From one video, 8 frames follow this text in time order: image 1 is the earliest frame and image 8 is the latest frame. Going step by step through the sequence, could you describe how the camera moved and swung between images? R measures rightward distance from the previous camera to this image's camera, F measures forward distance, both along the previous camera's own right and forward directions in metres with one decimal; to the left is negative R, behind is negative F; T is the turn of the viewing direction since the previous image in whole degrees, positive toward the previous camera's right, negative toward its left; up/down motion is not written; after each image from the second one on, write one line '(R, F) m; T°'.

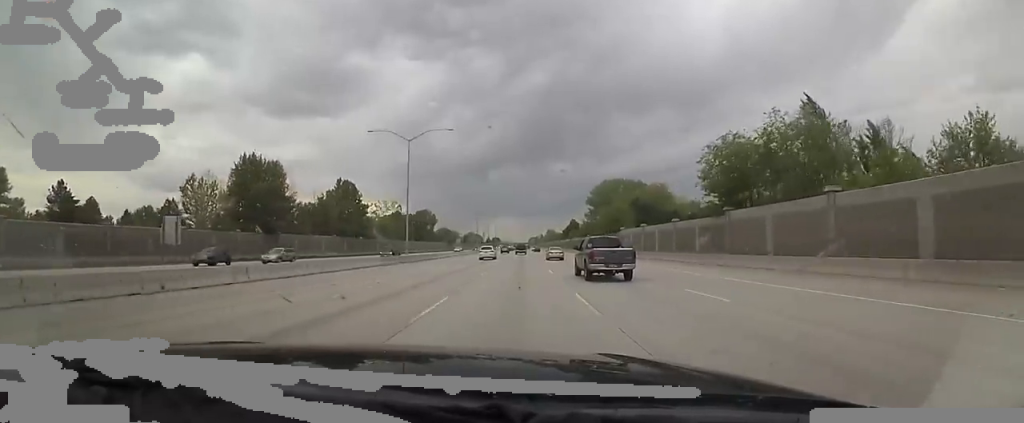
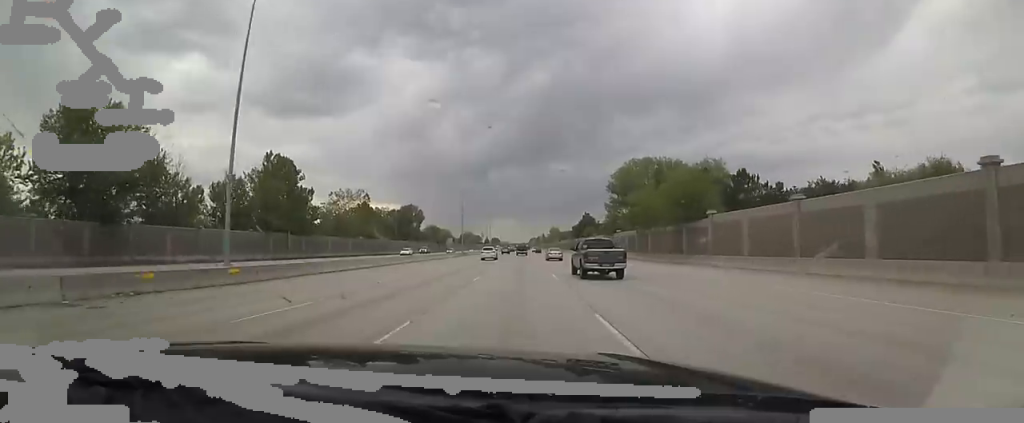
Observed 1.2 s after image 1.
(0.0, +34.3) m; 0°
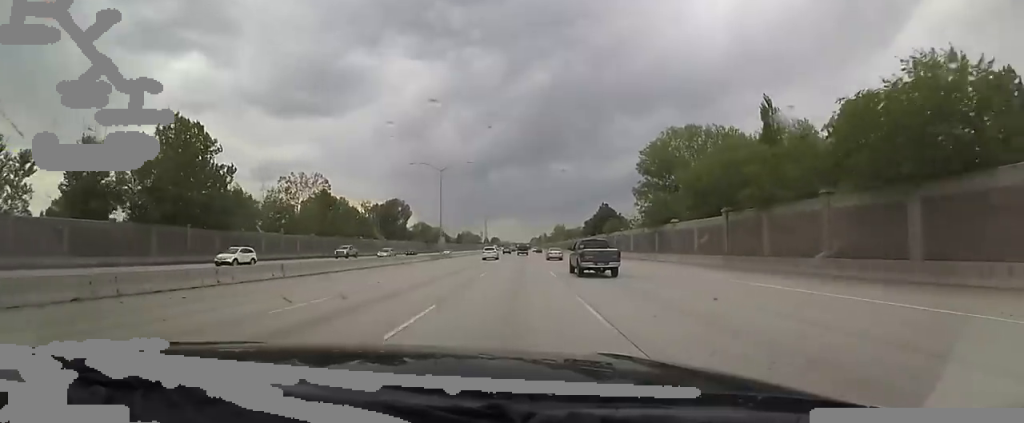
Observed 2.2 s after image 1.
(0.0, +28.1) m; 0°
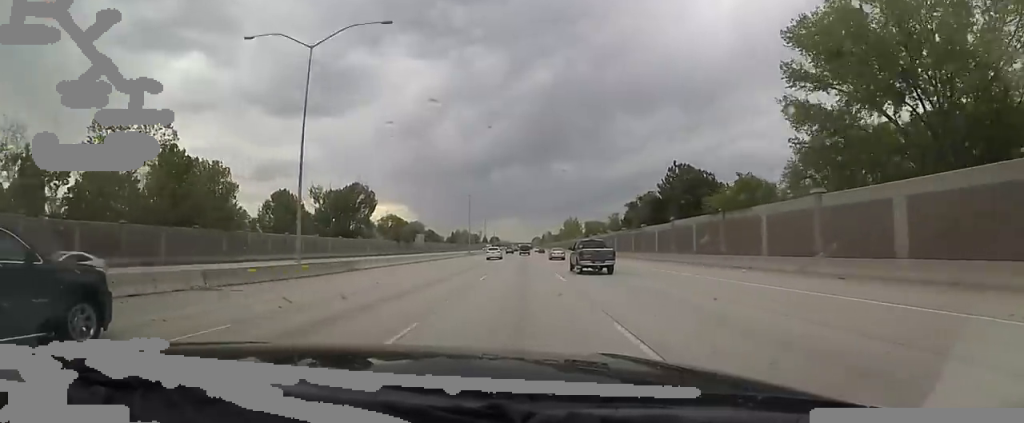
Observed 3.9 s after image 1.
(0.0, +50.4) m; 0°
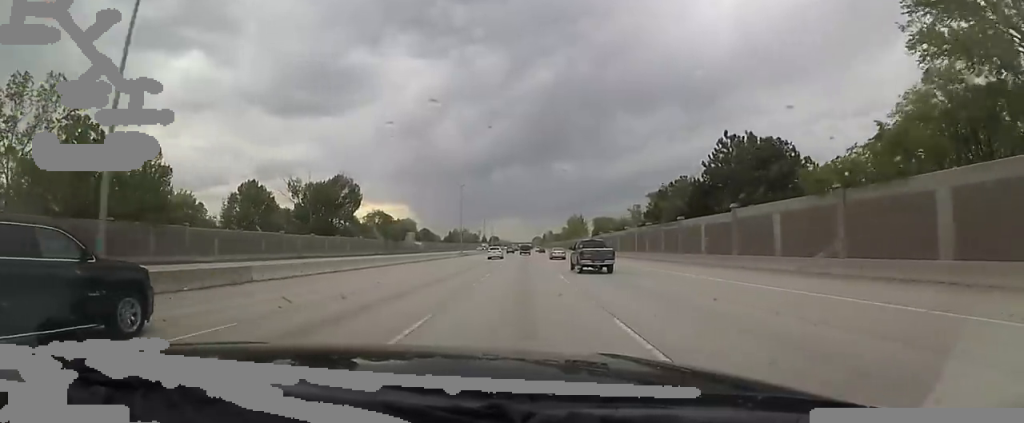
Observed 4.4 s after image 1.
(0.0, +14.7) m; 0°
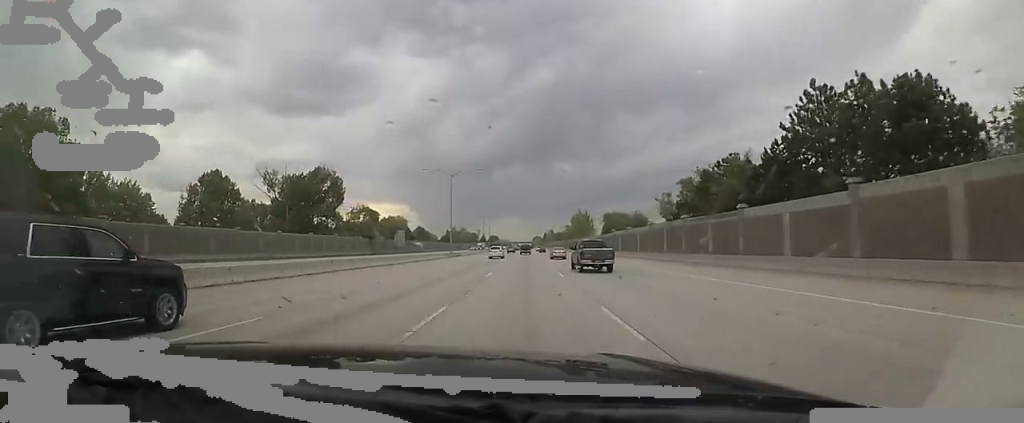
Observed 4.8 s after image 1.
(0.0, +13.8) m; 0°
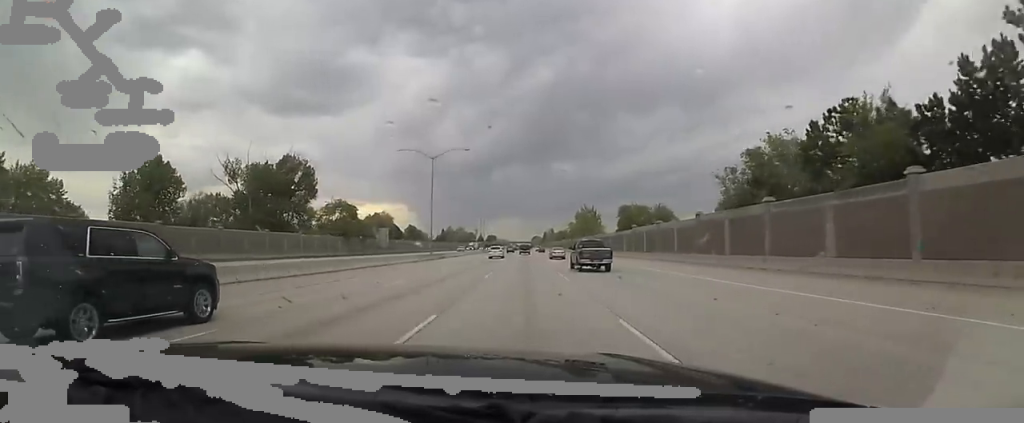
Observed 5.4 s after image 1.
(0.0, +16.9) m; 0°
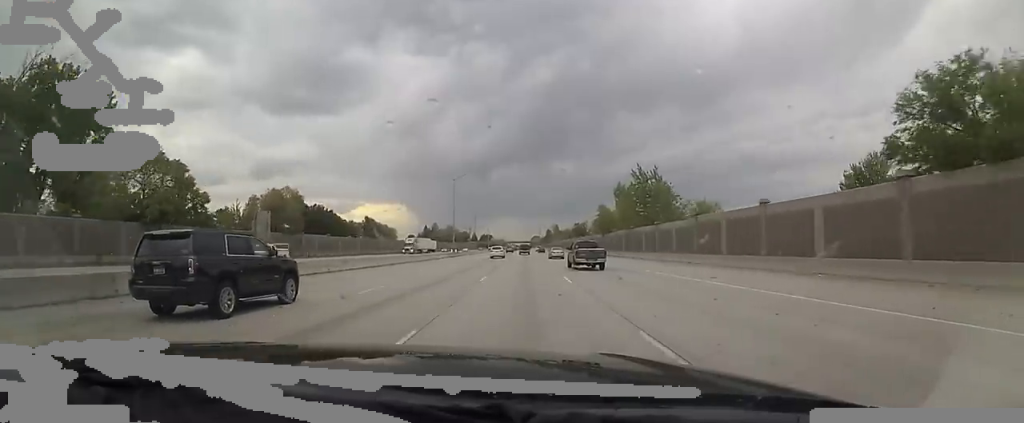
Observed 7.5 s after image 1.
(-2.6, +63.2) m; -2°
